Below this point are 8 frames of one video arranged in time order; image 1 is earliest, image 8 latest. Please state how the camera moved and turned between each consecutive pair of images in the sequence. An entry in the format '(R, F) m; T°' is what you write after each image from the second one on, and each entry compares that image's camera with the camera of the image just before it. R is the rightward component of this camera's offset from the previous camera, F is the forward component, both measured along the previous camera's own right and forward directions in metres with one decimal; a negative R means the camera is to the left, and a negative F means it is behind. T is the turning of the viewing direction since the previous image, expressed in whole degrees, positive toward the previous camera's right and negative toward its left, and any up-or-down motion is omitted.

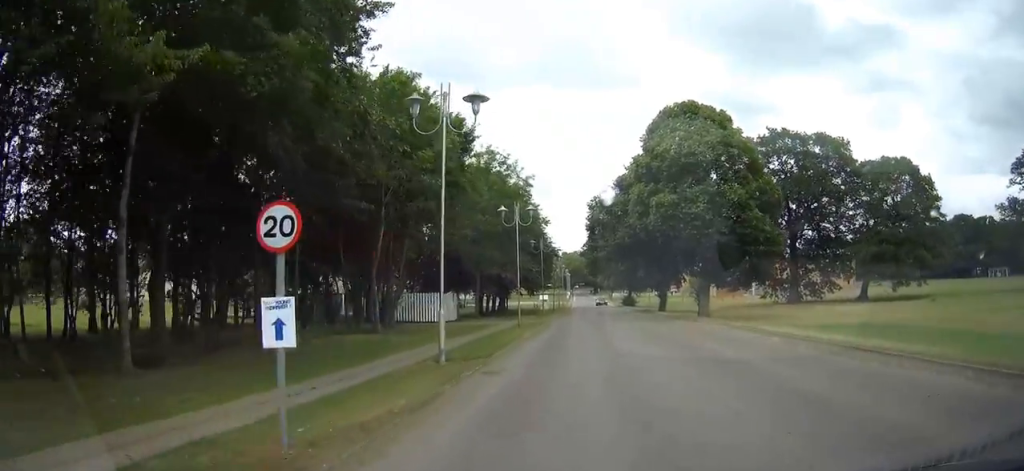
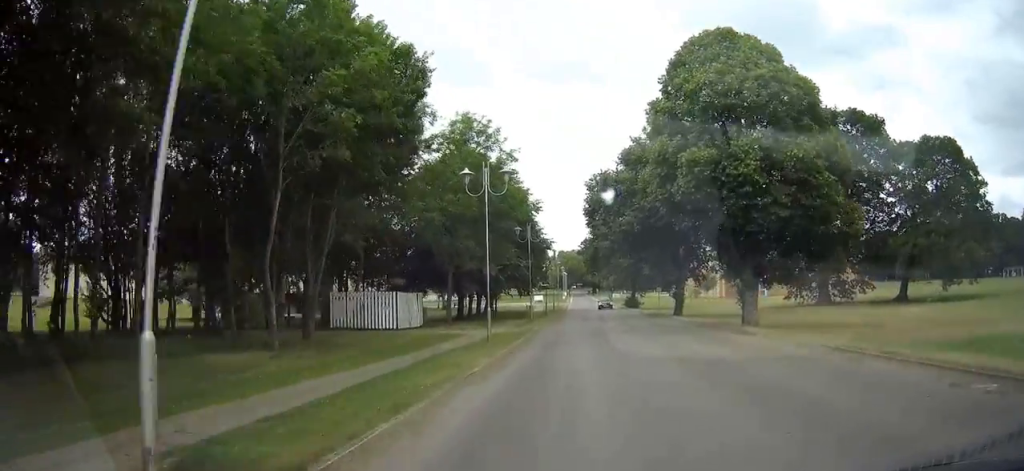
(-0.2, +10.4) m; -1°
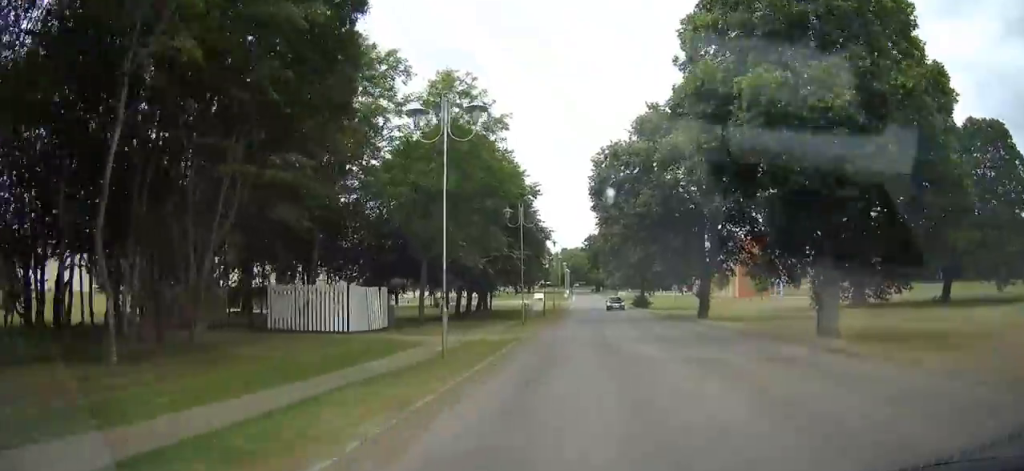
(0.0, +8.0) m; -1°
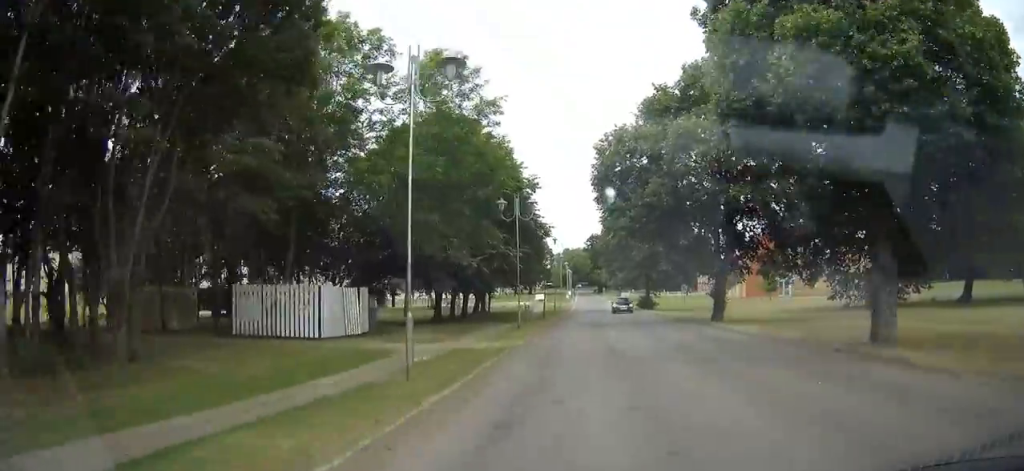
(-0.1, +3.4) m; 0°
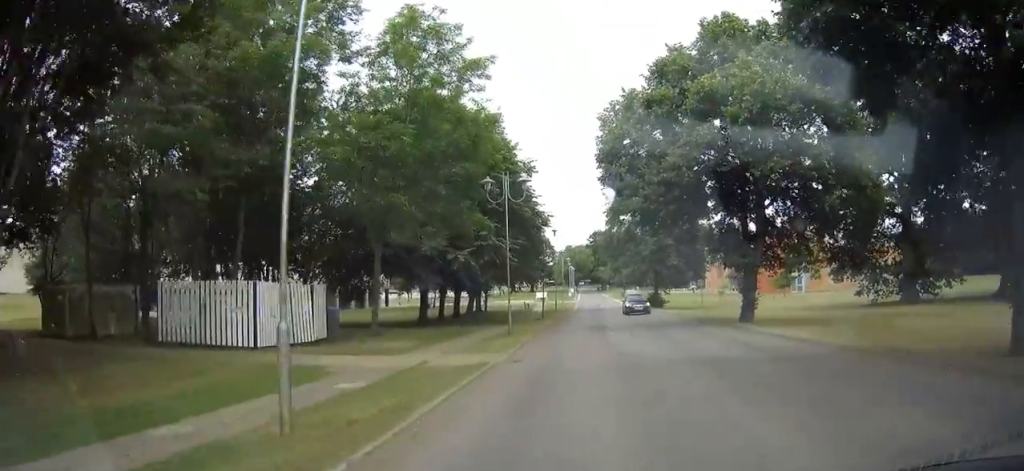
(0.0, +5.4) m; 0°
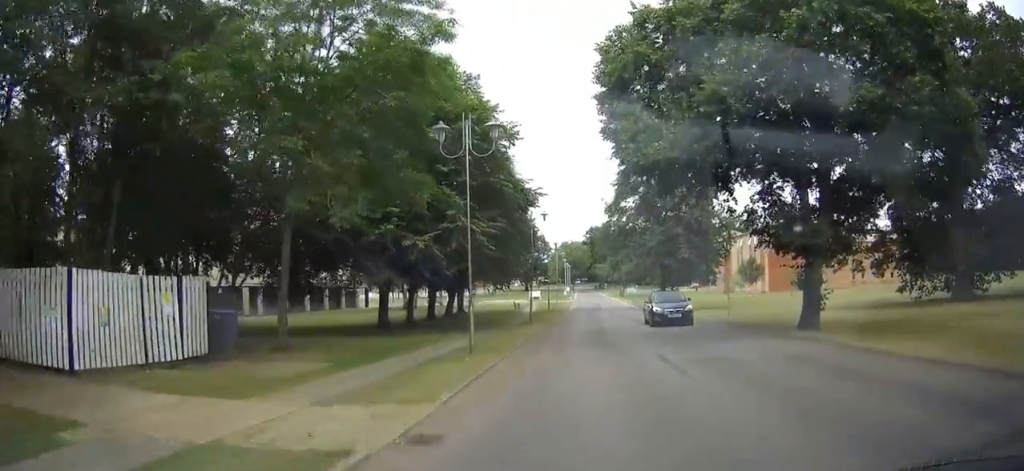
(+0.1, +8.4) m; +1°
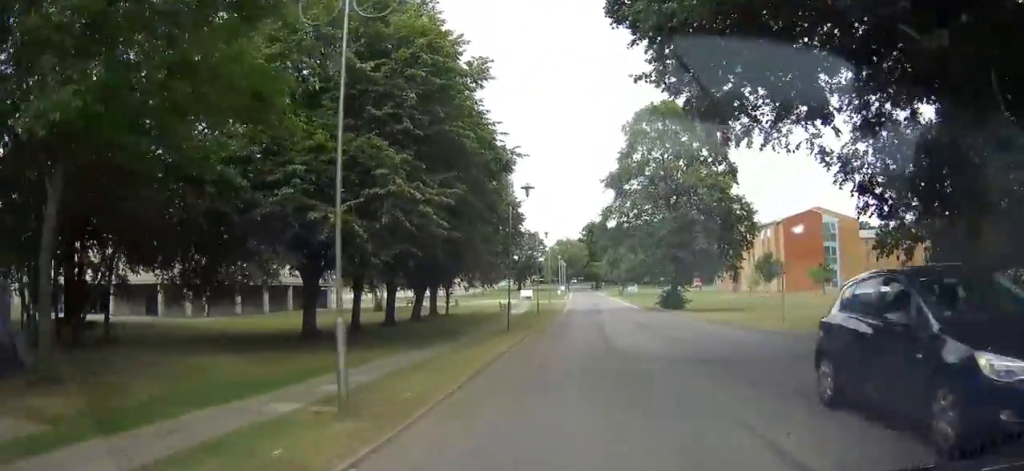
(+0.1, +9.8) m; +1°
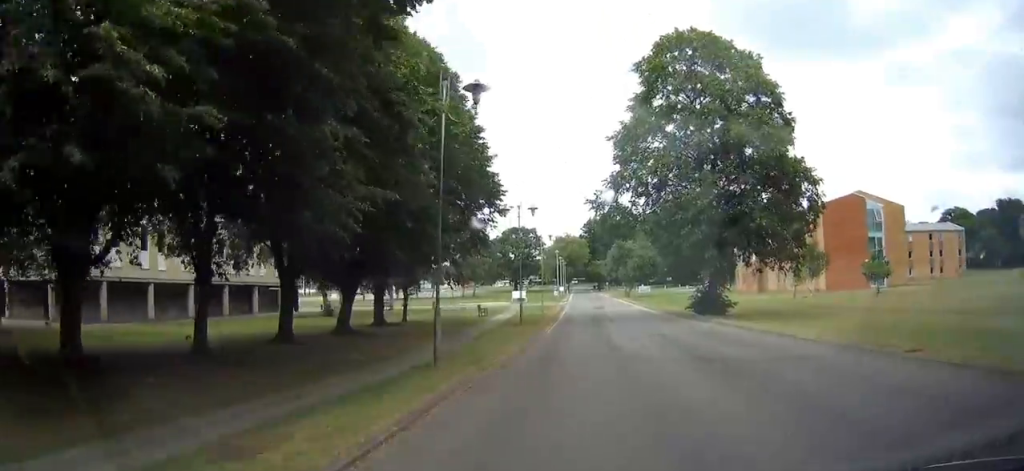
(+0.3, +14.9) m; +4°
